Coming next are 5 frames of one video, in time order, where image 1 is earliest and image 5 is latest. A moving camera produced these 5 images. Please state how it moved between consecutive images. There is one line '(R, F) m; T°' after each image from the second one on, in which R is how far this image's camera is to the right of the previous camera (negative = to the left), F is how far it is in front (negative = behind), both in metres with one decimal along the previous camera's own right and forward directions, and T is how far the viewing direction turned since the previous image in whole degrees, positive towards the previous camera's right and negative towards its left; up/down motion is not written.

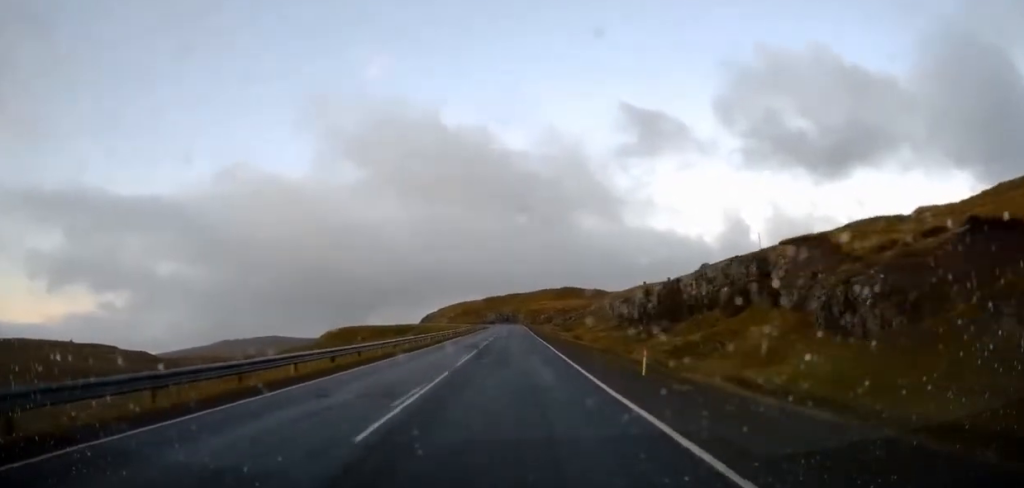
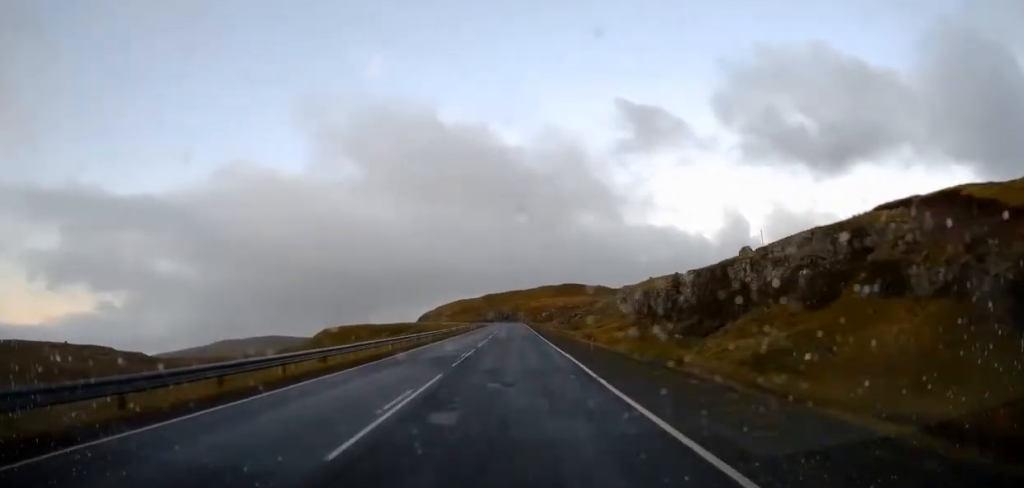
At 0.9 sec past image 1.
(+0.4, +12.8) m; -2°
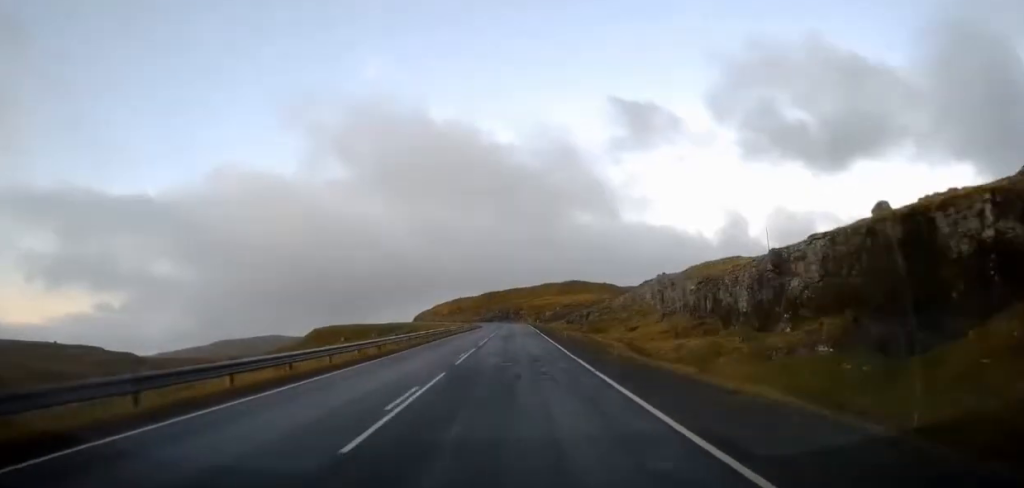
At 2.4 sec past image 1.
(-1.0, +23.2) m; -1°
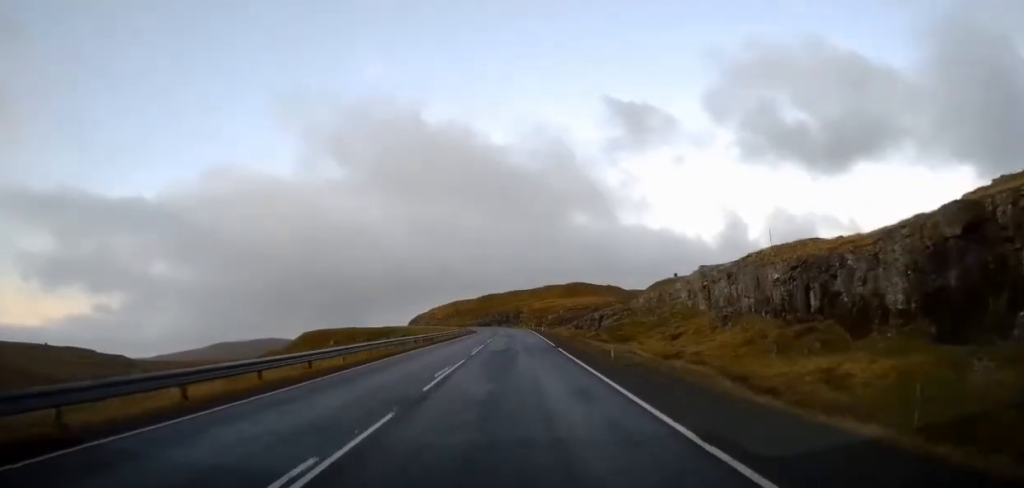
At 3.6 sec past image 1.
(+0.2, +18.0) m; +2°
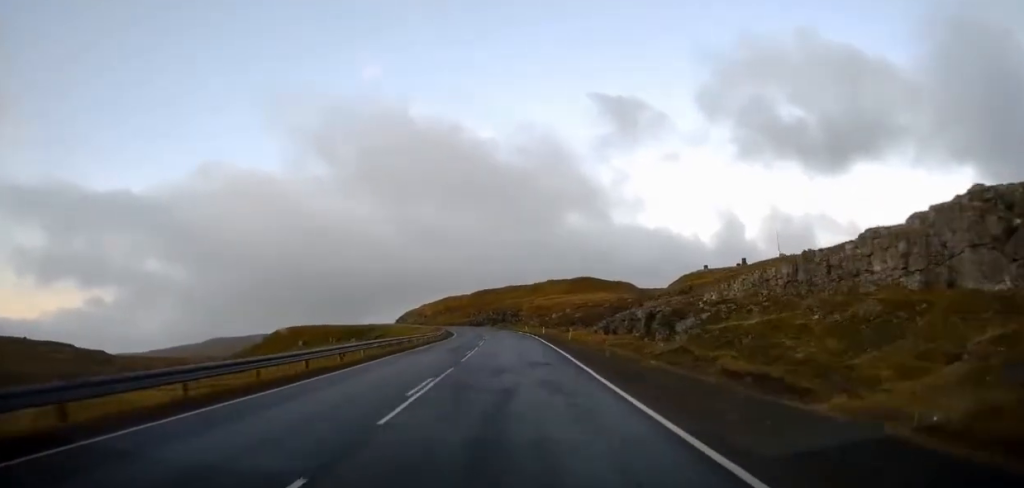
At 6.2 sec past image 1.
(-1.2, +39.4) m; -3°
